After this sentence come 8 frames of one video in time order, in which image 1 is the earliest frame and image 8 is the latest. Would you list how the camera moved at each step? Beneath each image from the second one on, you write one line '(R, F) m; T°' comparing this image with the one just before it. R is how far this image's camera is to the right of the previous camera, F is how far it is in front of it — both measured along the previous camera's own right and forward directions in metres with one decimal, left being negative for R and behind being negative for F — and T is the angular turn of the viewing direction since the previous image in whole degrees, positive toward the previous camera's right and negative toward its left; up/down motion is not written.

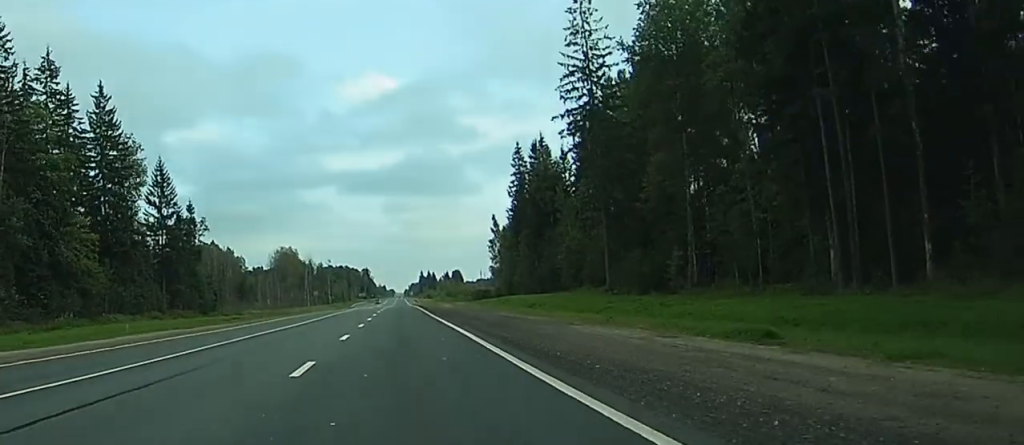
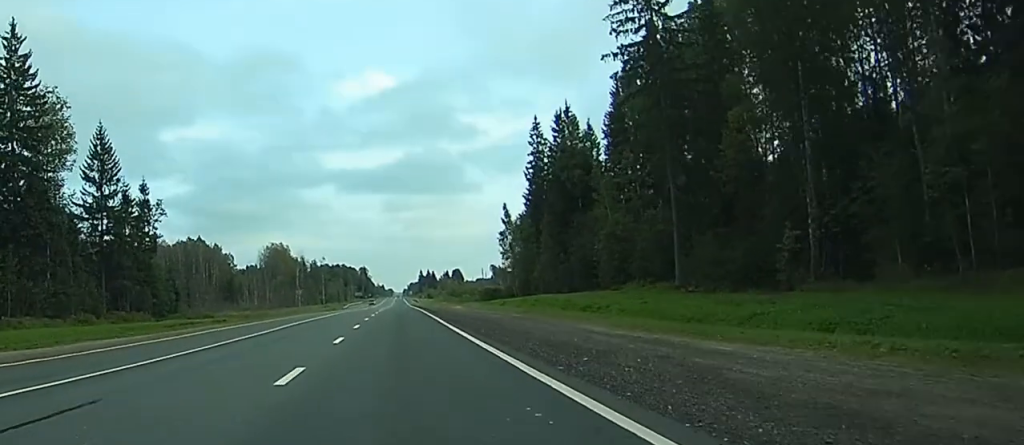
(-0.1, +24.8) m; 0°
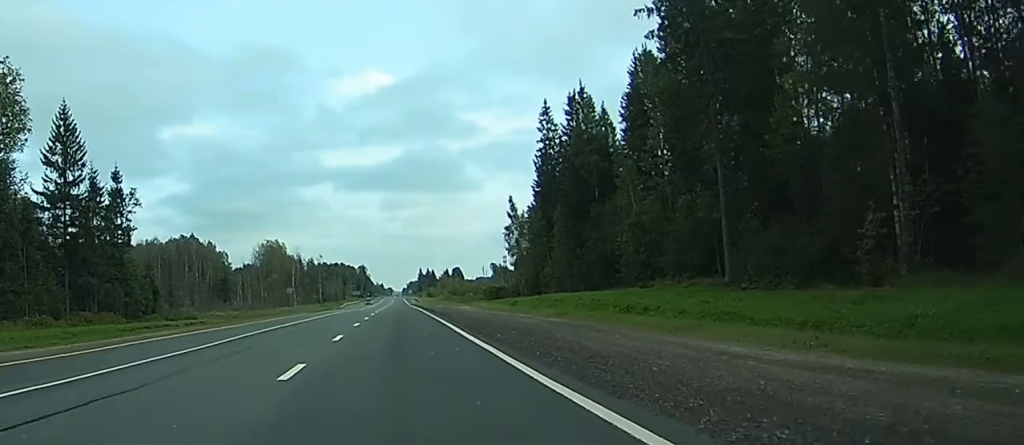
(-0.1, +11.0) m; 0°
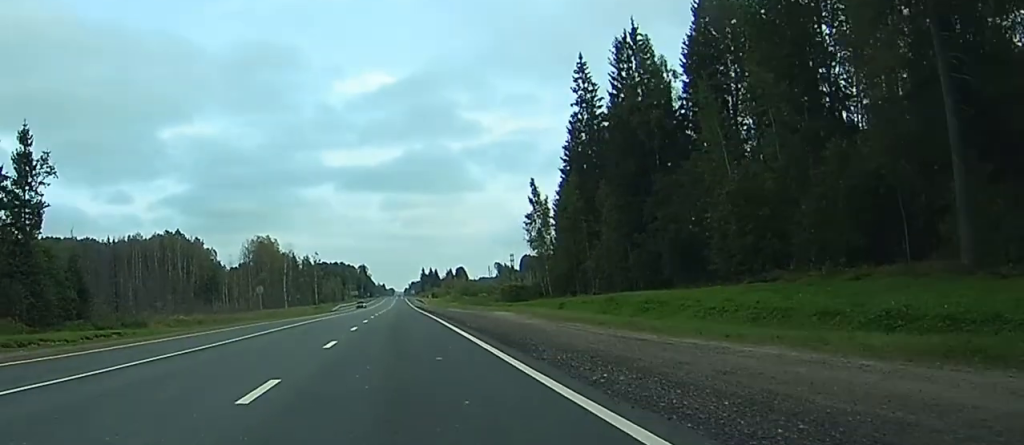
(+0.1, +26.7) m; +1°
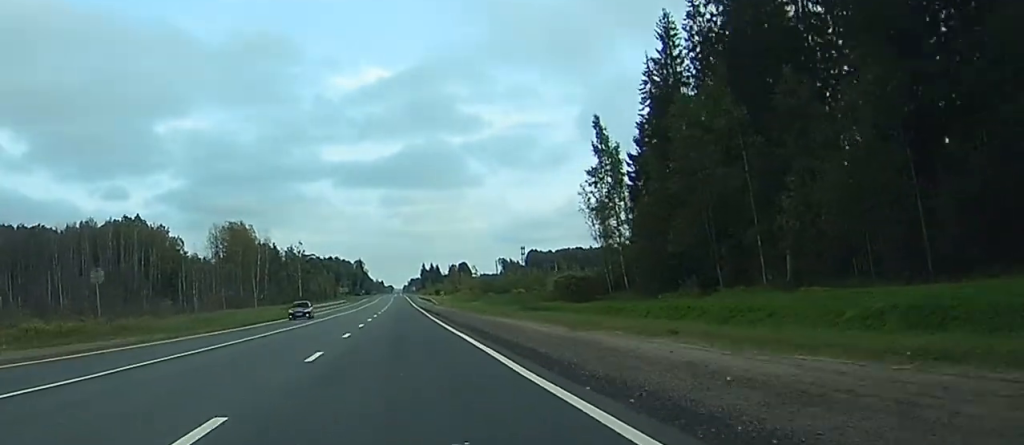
(+0.6, +51.0) m; +1°
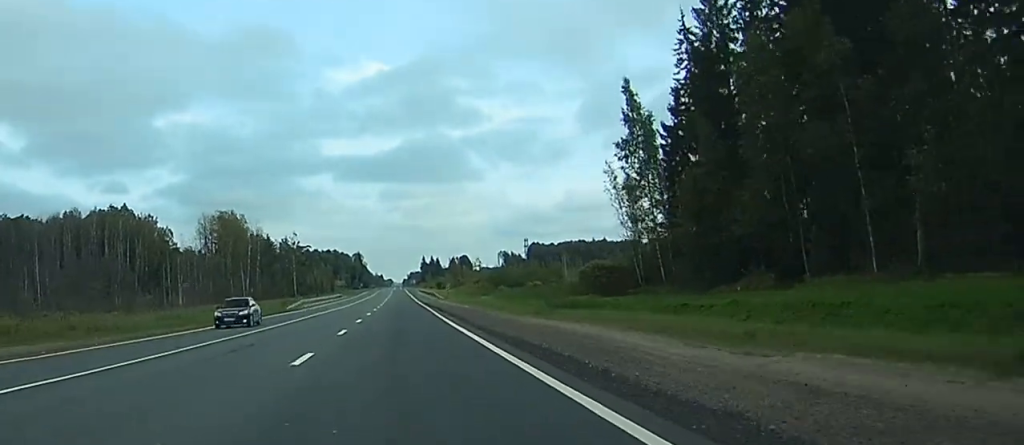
(+0.1, +14.0) m; 0°
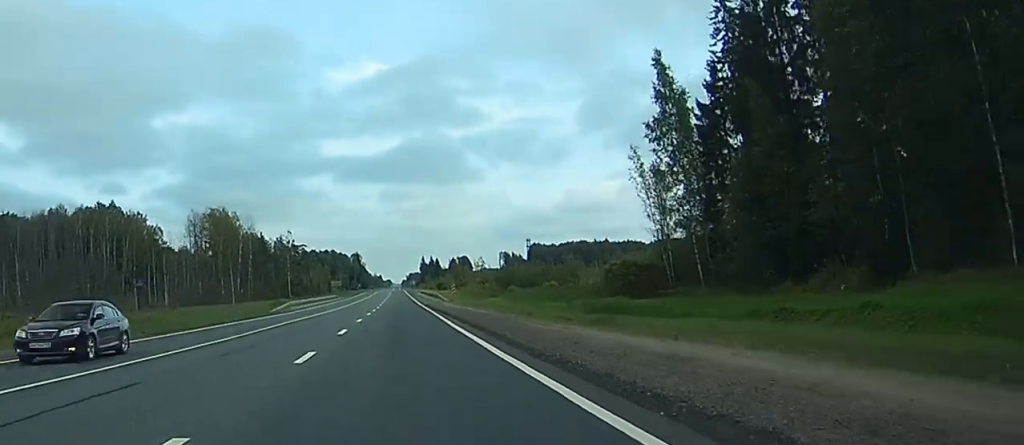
(0.0, +11.2) m; 0°
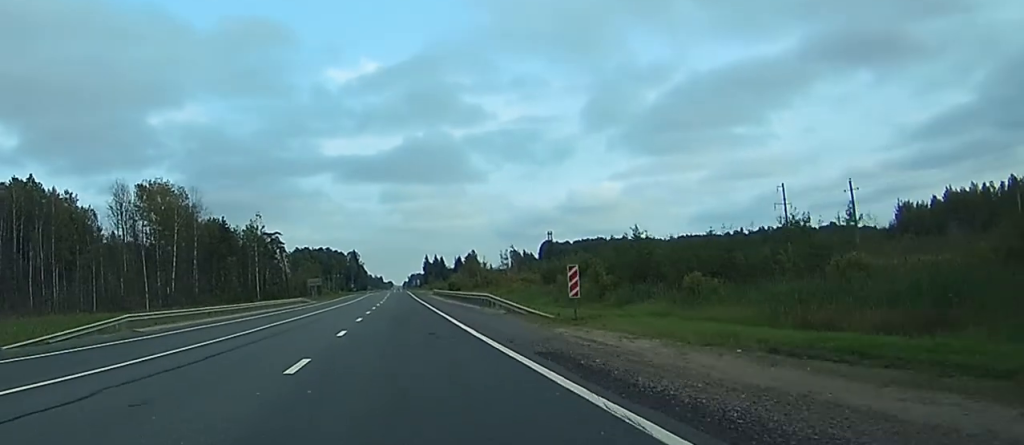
(-0.1, +62.3) m; 0°
